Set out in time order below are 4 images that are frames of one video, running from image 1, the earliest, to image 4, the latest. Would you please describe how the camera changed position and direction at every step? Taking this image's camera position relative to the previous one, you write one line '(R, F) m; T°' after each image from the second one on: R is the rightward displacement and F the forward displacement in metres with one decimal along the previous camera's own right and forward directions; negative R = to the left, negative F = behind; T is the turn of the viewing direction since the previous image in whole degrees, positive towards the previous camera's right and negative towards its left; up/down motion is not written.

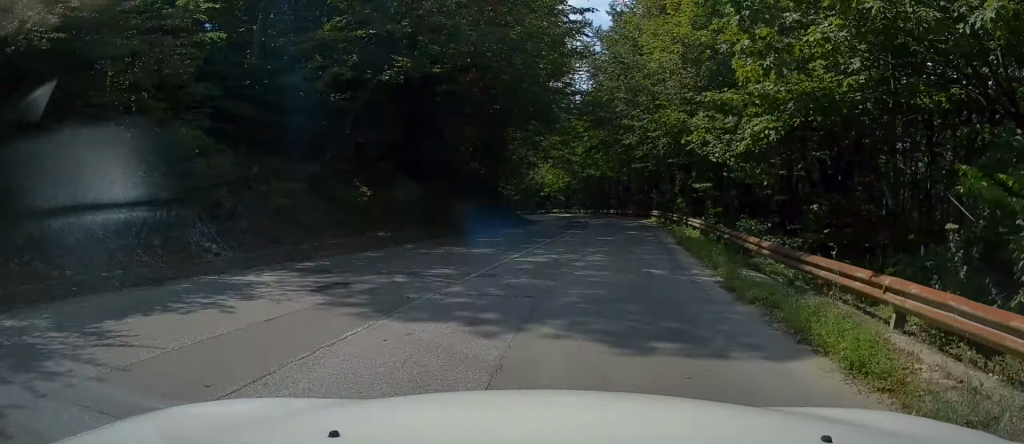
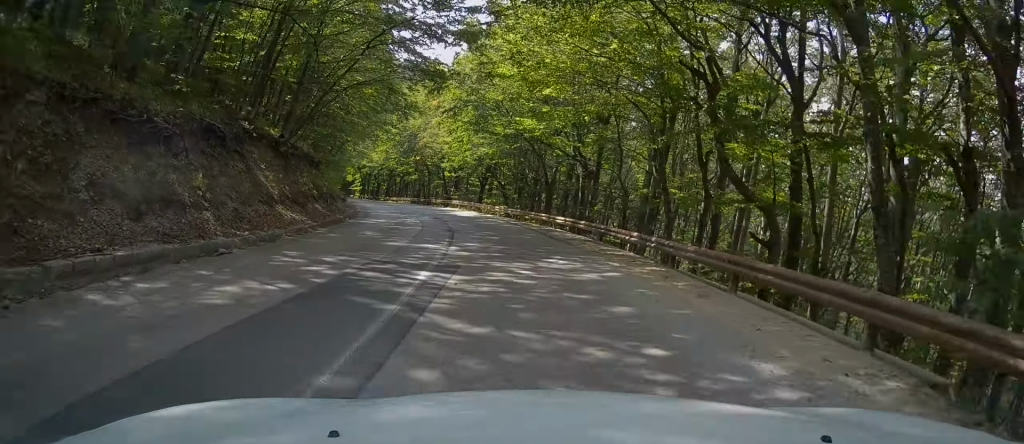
(+5.3, +38.4) m; +7°
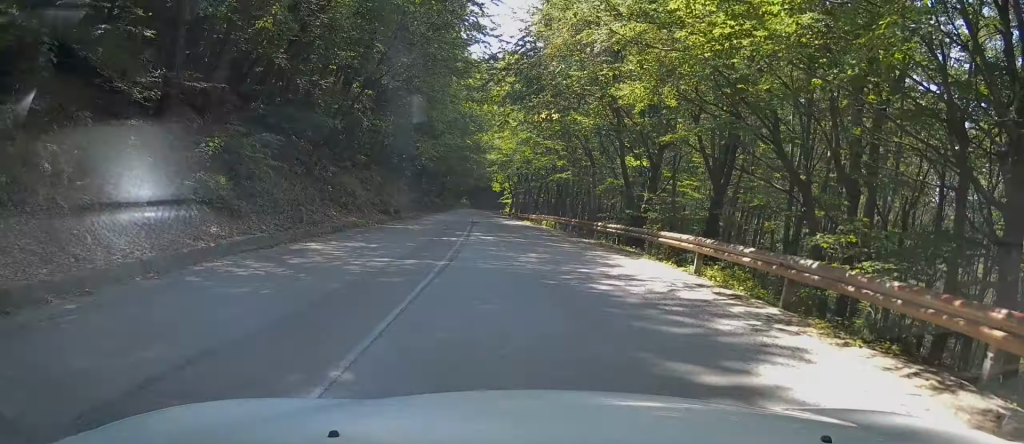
(-2.8, +37.9) m; -8°
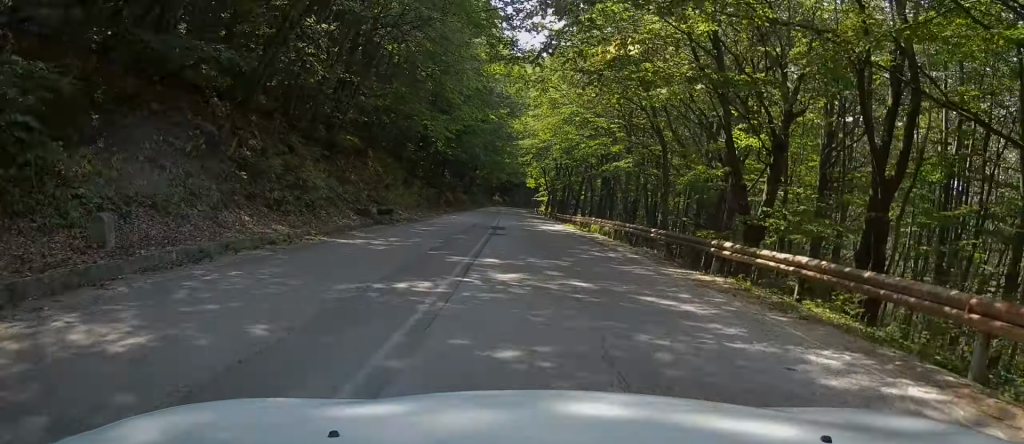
(-0.4, +10.4) m; -4°
